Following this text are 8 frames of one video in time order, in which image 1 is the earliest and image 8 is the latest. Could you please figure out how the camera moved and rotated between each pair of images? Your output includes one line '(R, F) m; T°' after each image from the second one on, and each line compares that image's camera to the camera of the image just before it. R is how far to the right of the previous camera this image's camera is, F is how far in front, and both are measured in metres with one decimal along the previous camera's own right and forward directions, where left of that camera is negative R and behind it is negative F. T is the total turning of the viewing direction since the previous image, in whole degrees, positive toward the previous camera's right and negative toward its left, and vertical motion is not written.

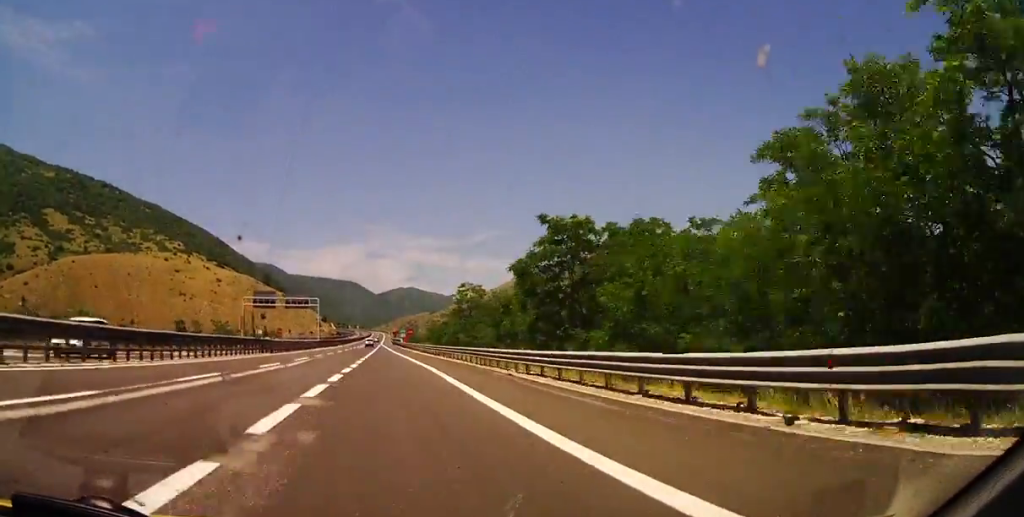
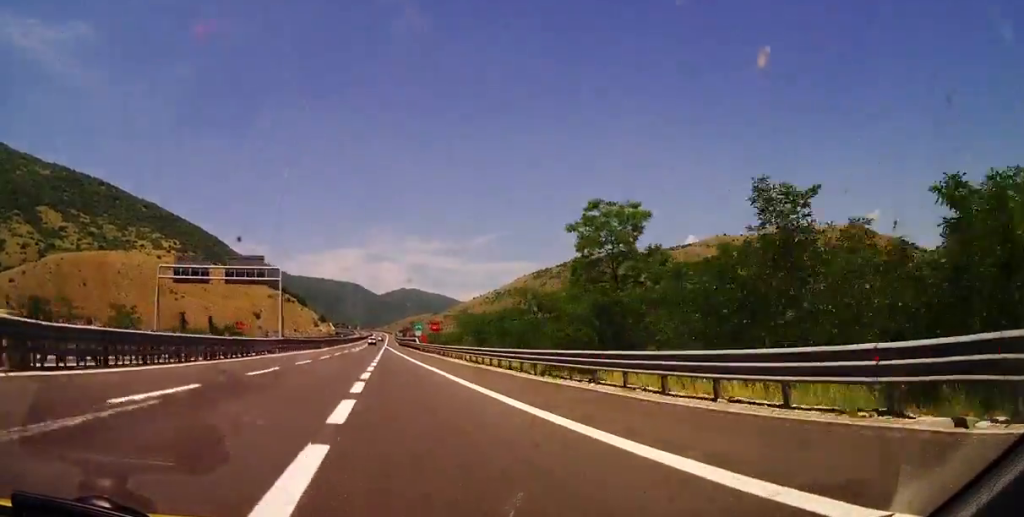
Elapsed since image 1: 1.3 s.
(-0.6, +40.7) m; 0°
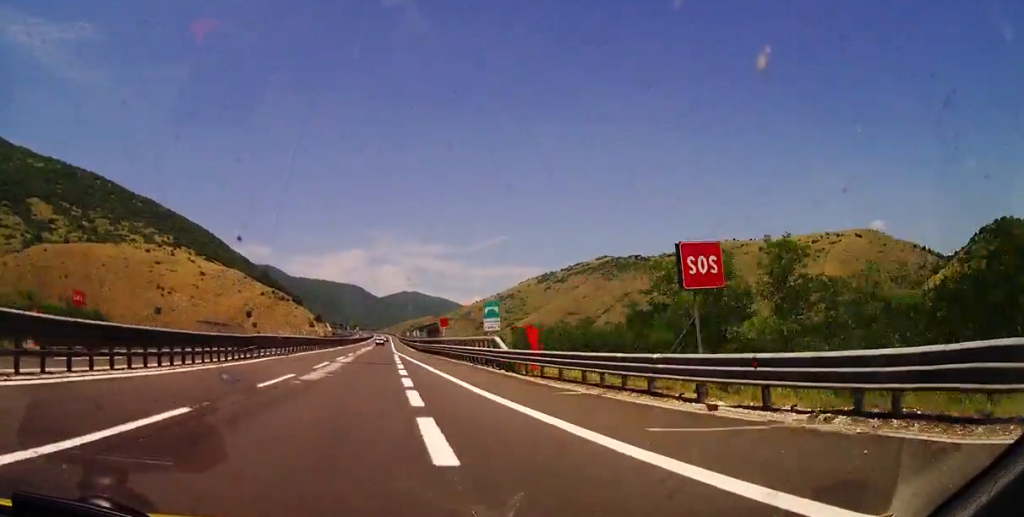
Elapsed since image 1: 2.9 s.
(+0.6, +51.5) m; 0°
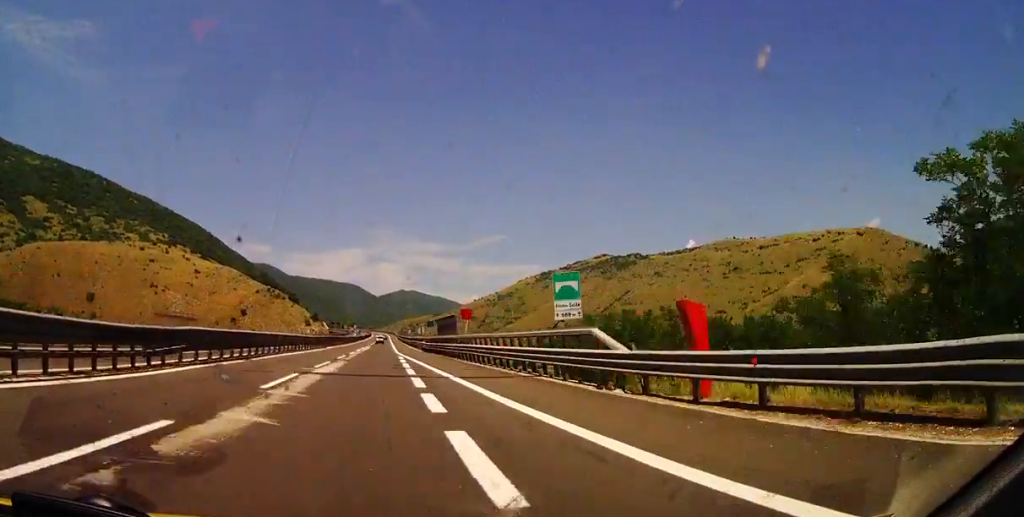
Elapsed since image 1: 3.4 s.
(-0.2, +13.7) m; 0°
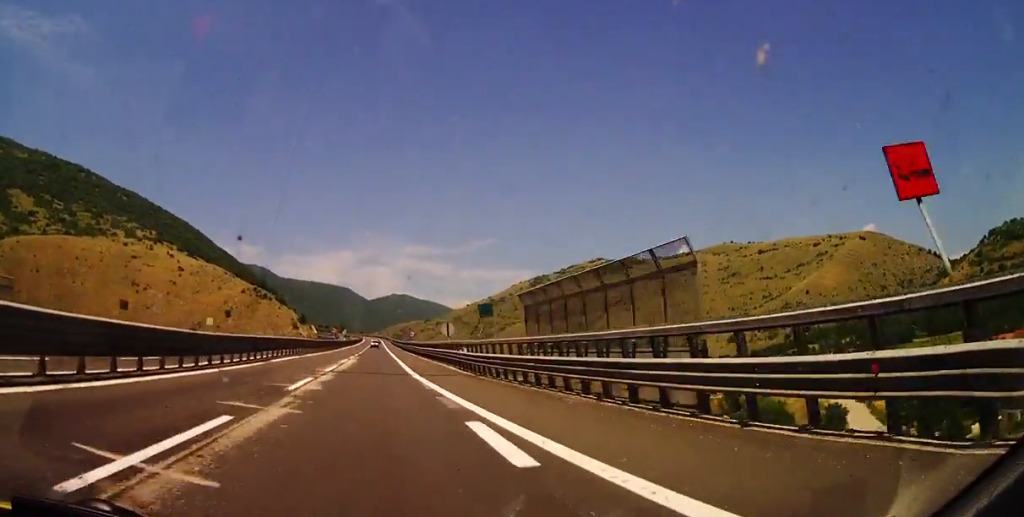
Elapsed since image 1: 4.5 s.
(-0.1, +34.9) m; 0°
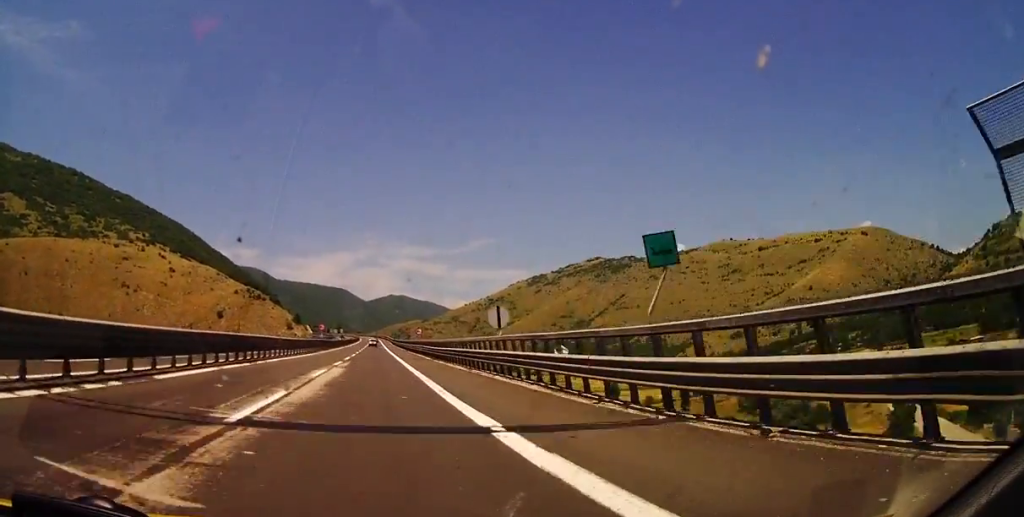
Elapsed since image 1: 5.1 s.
(+0.1, +19.1) m; 0°
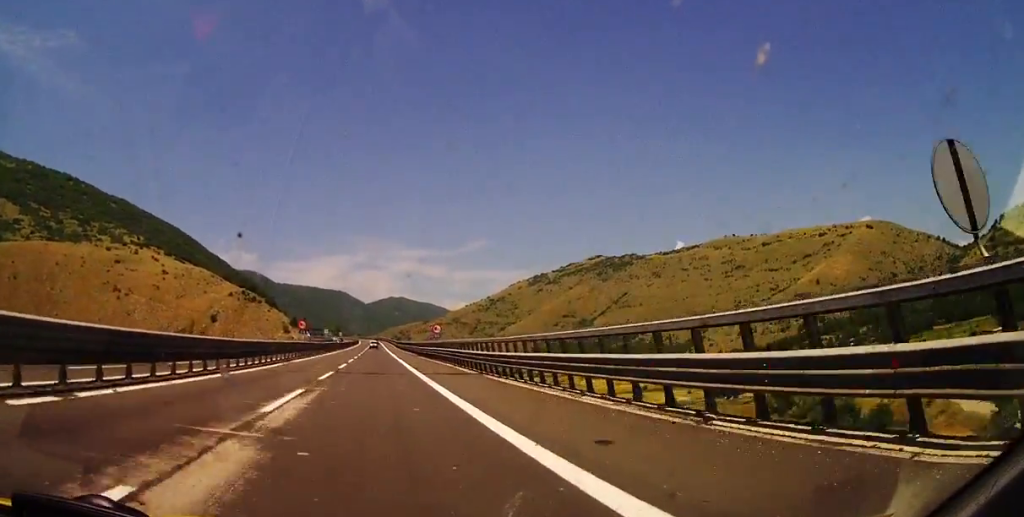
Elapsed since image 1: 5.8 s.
(0.0, +22.4) m; +1°
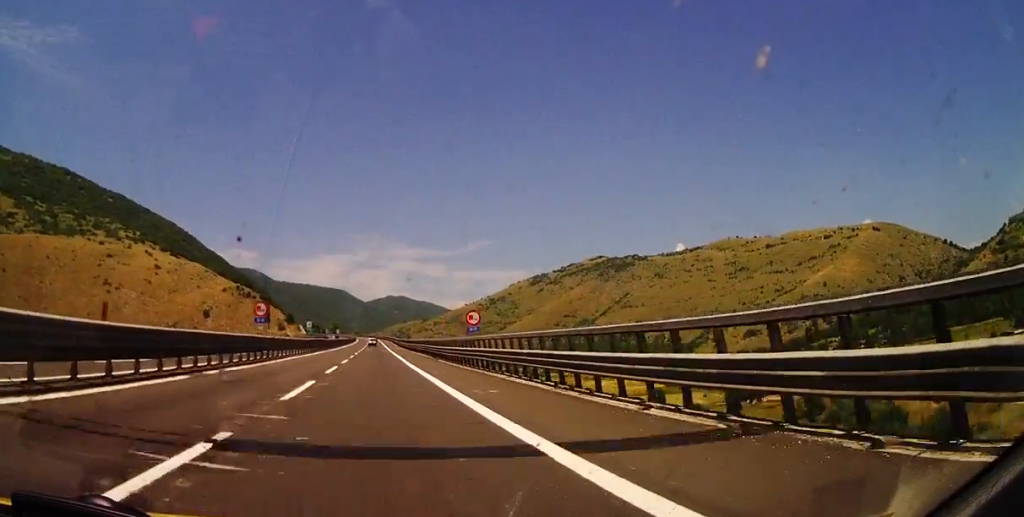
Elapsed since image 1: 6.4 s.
(+0.3, +21.3) m; 0°
